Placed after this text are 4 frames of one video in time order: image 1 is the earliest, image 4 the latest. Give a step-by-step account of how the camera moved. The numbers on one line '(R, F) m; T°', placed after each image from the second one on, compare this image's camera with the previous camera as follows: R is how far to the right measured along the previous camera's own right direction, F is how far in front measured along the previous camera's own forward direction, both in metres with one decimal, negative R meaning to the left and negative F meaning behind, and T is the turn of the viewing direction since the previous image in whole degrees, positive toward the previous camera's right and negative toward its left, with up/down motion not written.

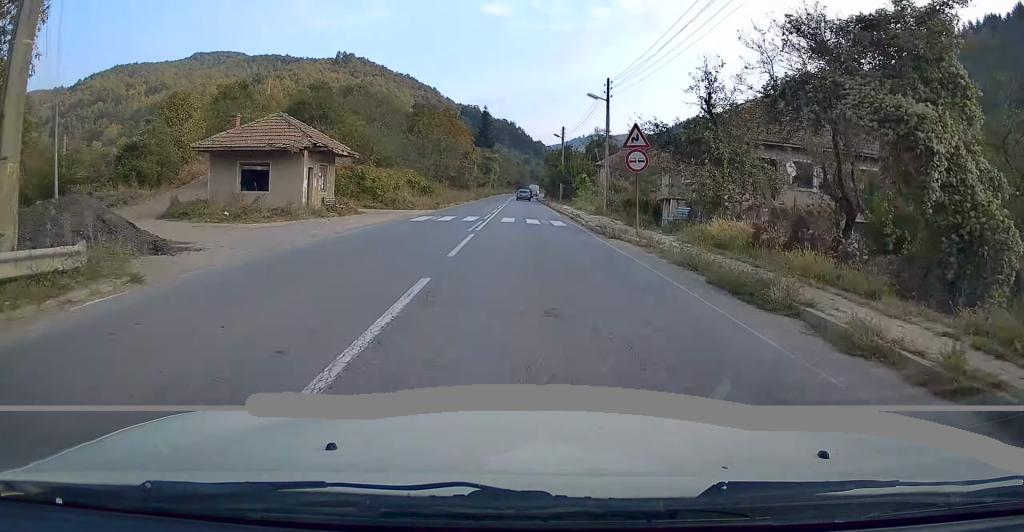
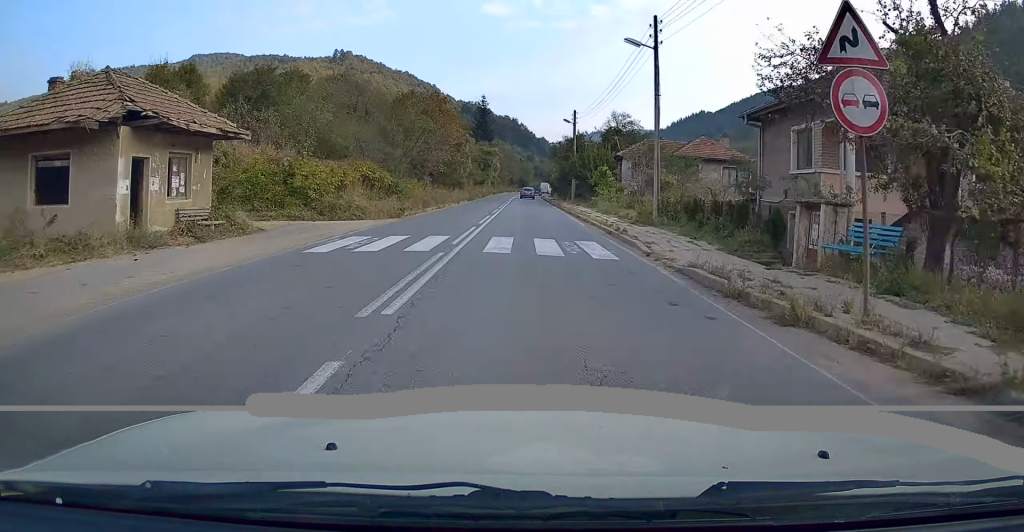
(+0.1, +13.2) m; 0°
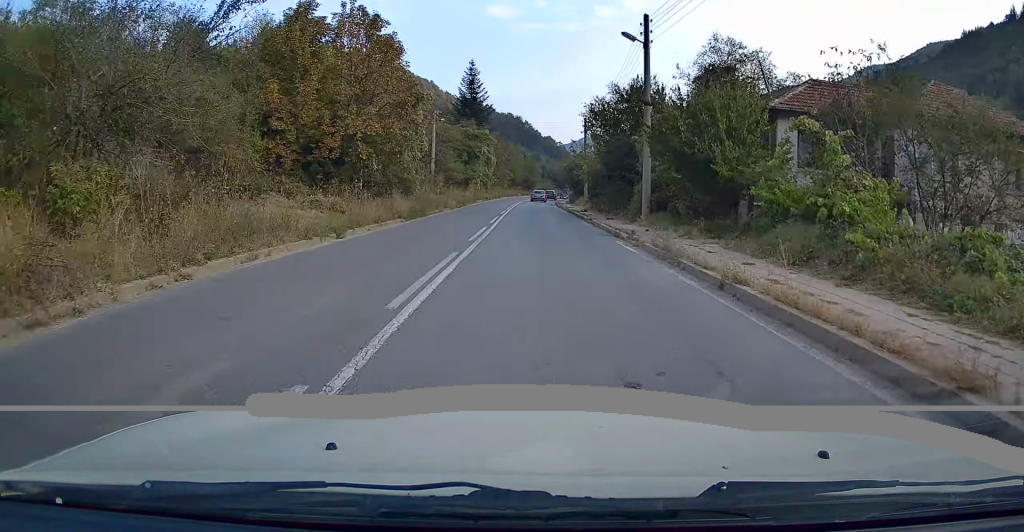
(-0.2, +33.8) m; 0°
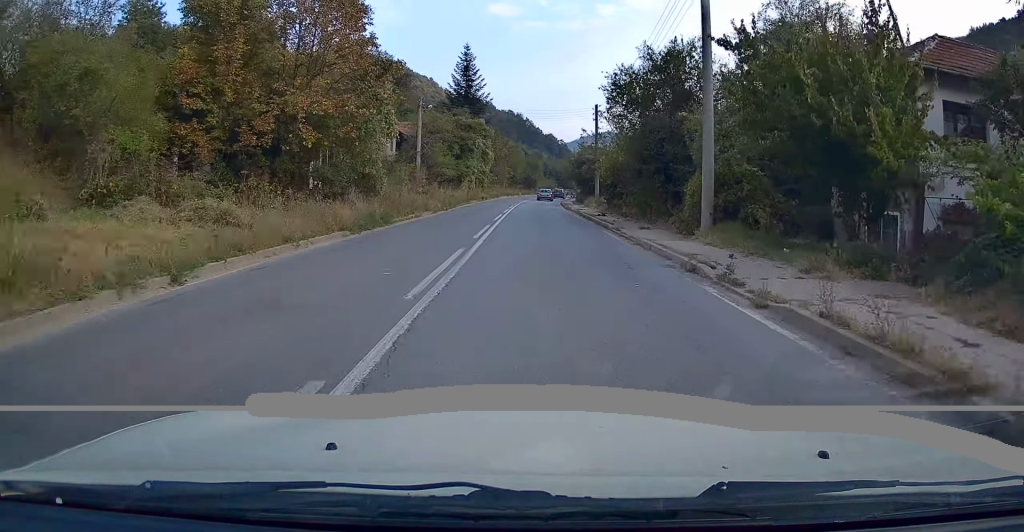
(0.0, +8.5) m; 0°
